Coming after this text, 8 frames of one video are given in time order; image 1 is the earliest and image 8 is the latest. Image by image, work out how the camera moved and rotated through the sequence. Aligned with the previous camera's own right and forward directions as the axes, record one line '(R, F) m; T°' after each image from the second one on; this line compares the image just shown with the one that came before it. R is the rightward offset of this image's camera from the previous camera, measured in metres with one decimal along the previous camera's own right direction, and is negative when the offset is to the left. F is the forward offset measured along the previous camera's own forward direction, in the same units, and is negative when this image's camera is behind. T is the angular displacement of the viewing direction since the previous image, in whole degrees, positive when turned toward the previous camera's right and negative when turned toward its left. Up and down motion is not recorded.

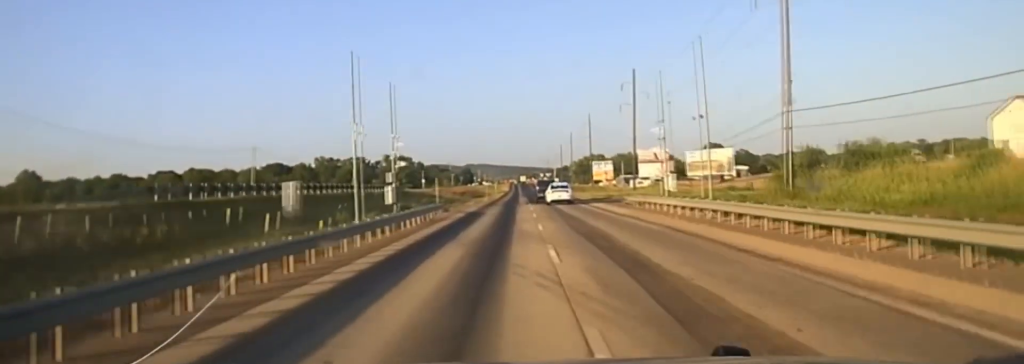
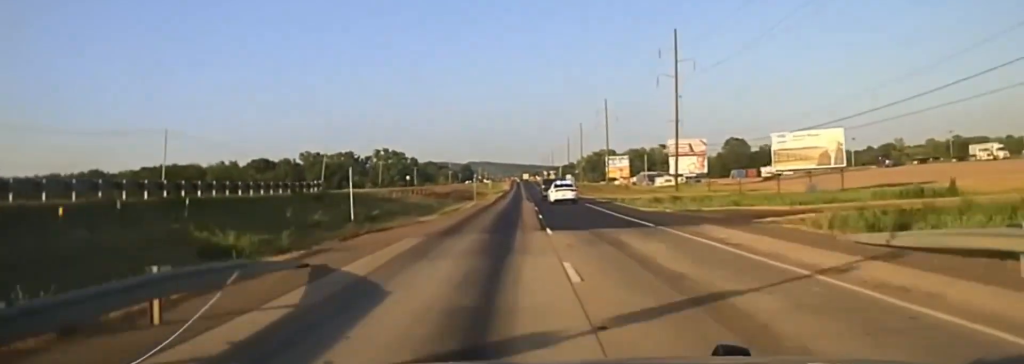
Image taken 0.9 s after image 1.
(+0.3, +43.8) m; 0°
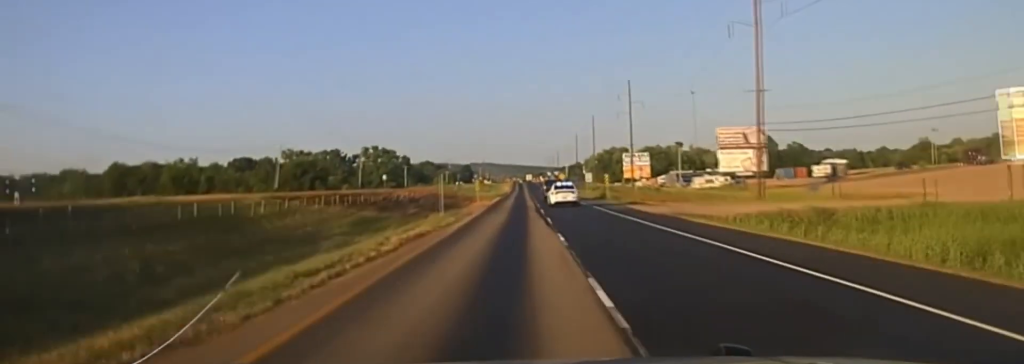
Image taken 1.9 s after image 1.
(0.0, +38.1) m; 0°
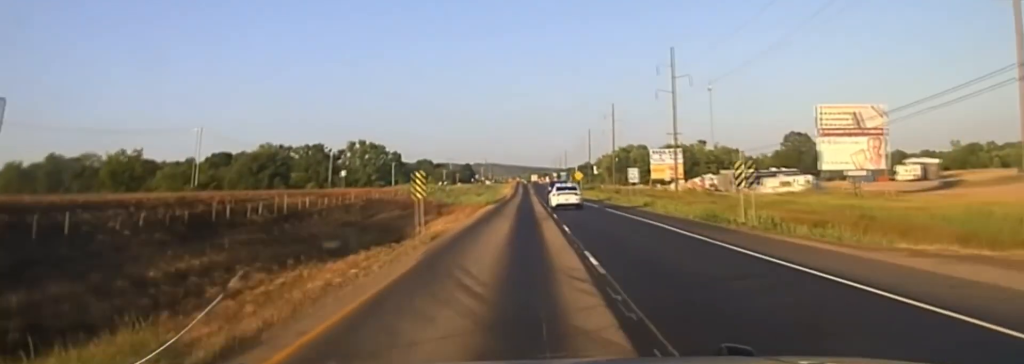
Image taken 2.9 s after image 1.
(-0.1, +40.2) m; 0°
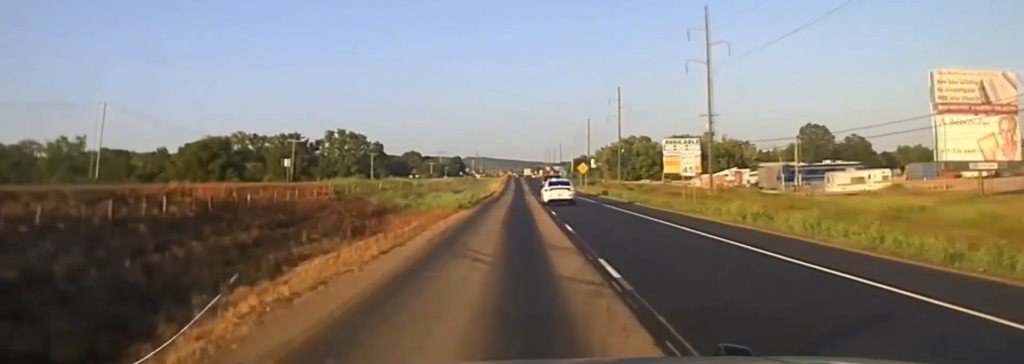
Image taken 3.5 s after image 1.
(0.0, +25.7) m; 0°
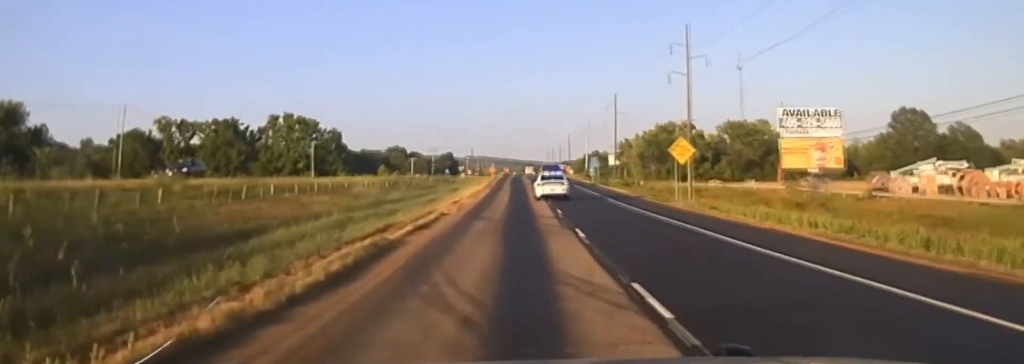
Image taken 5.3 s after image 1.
(+0.5, +74.2) m; +1°
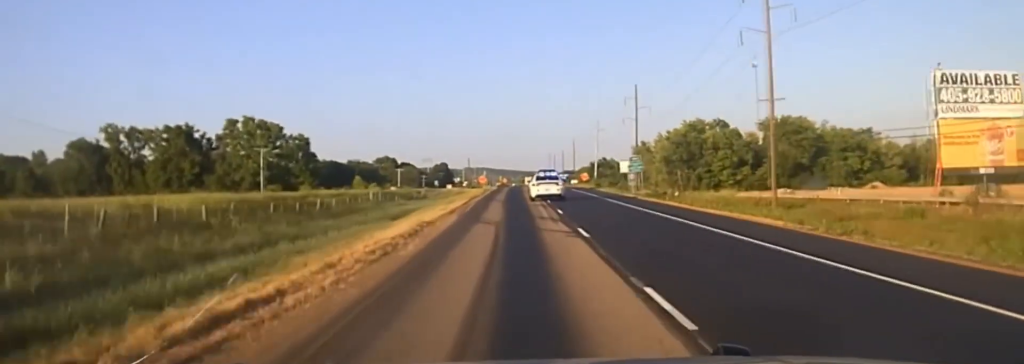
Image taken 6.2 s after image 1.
(-0.1, +37.2) m; 0°
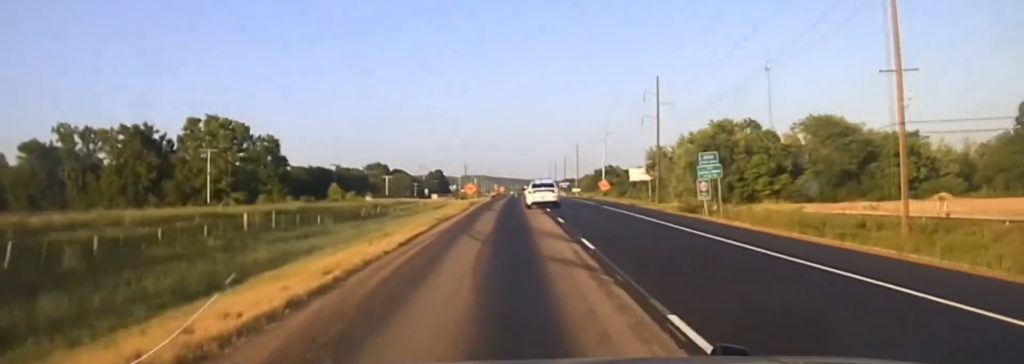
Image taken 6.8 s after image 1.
(-0.1, +24.5) m; 0°
